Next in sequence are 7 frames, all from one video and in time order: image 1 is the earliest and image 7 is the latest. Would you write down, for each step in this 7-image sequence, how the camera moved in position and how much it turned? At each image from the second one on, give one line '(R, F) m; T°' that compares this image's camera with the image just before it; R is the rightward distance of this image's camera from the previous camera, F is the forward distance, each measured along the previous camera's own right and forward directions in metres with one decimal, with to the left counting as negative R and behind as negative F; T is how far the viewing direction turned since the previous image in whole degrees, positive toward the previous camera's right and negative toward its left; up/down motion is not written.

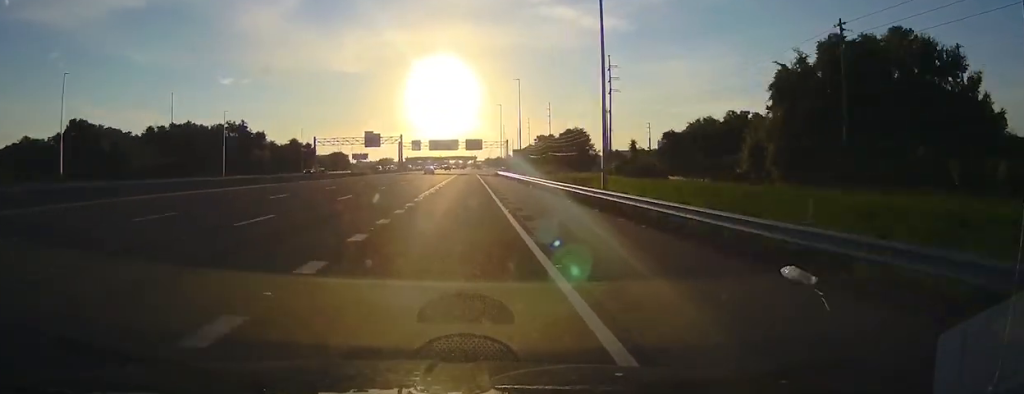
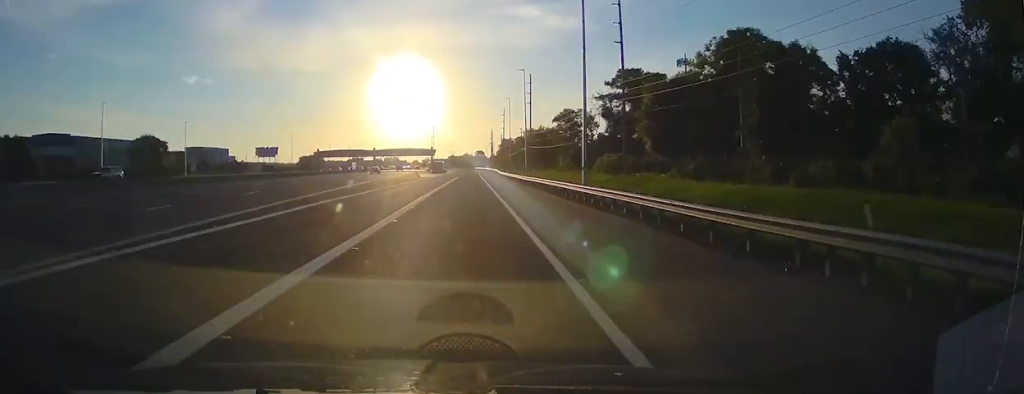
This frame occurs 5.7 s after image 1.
(+5.5, +172.1) m; +3°
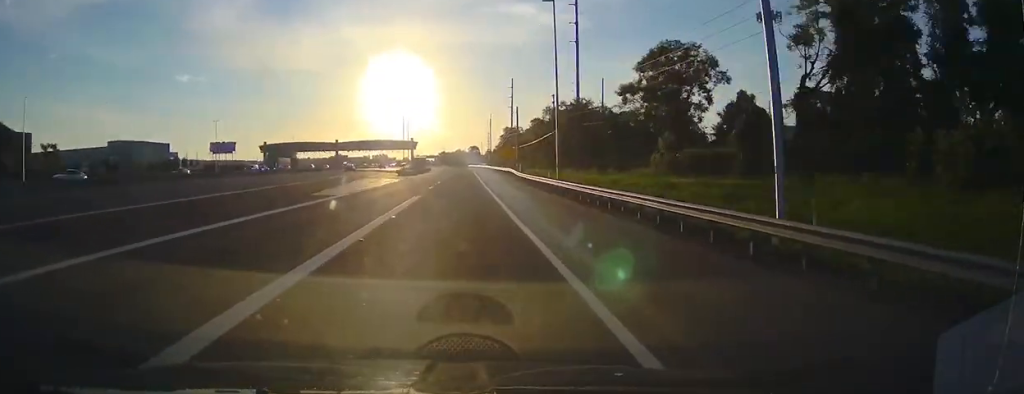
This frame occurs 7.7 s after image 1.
(-0.2, +57.5) m; 0°
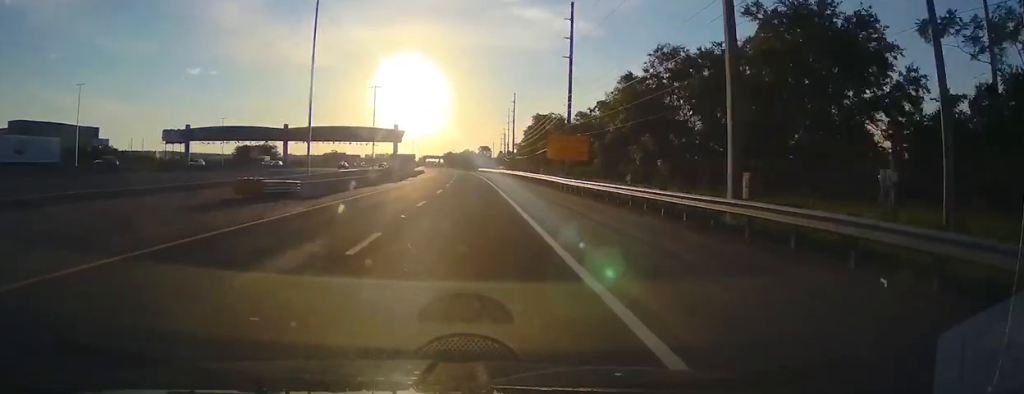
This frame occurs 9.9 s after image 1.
(-0.3, +61.1) m; 0°
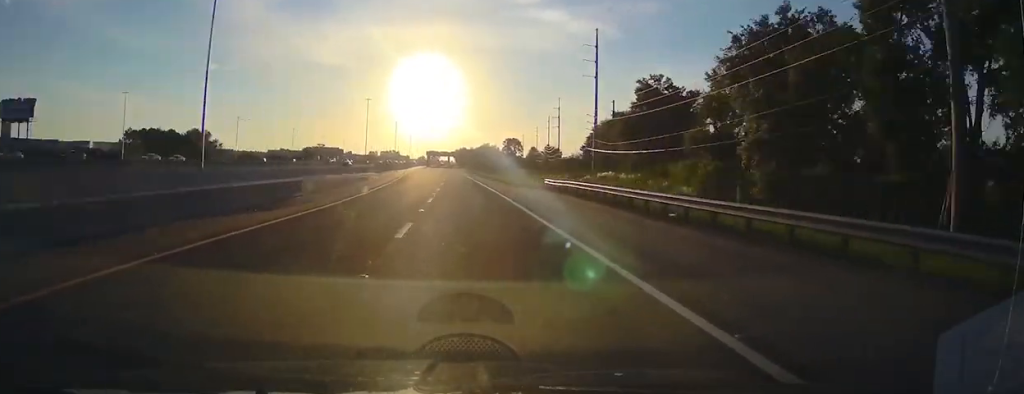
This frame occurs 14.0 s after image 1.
(+0.3, +113.3) m; -3°
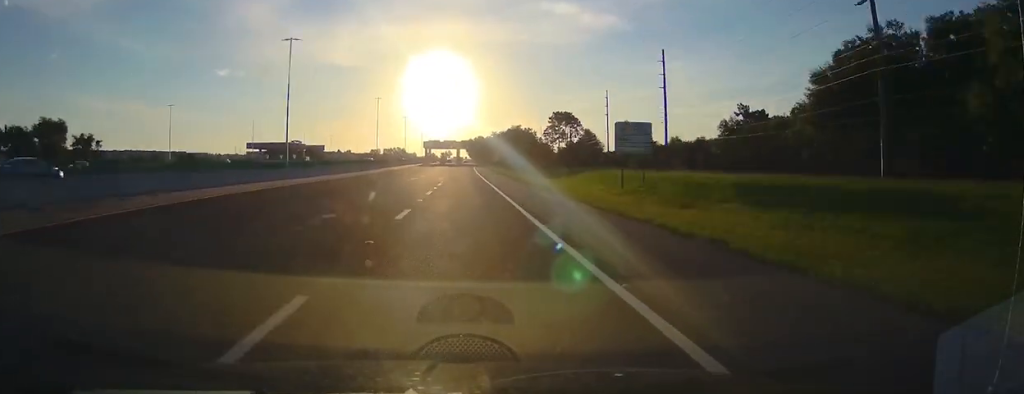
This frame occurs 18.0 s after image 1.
(-5.7, +98.9) m; -2°
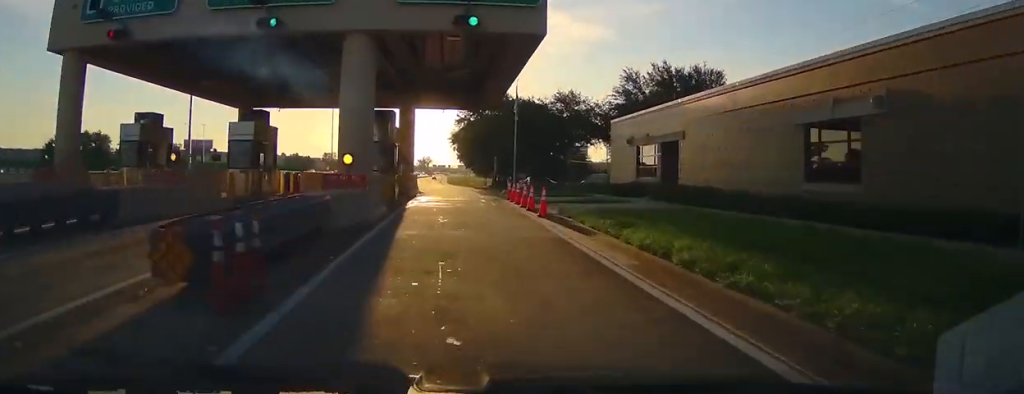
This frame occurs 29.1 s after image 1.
(+5.9, +140.6) m; +2°
